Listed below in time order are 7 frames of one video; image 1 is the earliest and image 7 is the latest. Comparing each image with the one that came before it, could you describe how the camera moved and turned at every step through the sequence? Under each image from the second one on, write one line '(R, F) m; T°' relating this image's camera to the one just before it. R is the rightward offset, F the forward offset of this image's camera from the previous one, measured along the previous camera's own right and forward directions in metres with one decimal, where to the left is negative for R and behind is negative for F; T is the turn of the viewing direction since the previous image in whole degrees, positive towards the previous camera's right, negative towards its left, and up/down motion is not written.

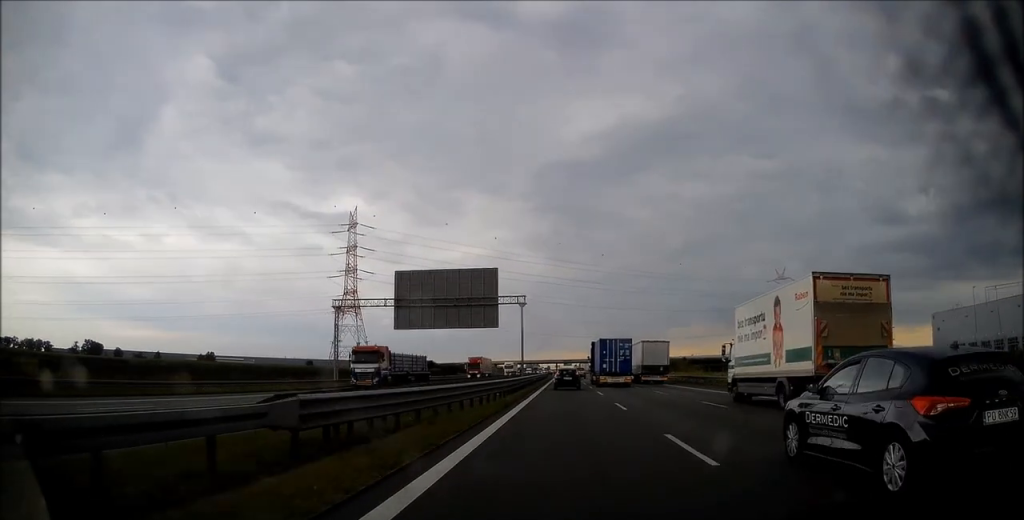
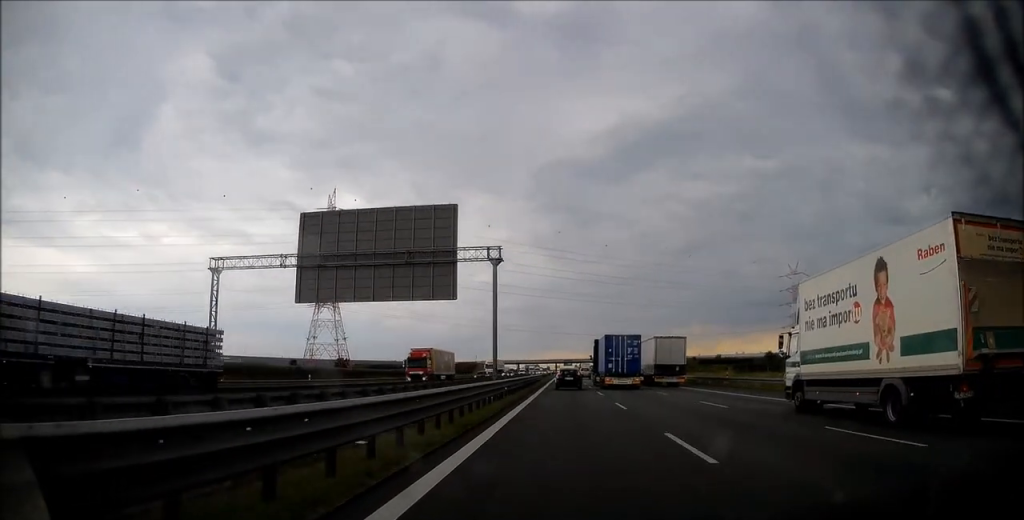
(0.0, +23.8) m; 0°
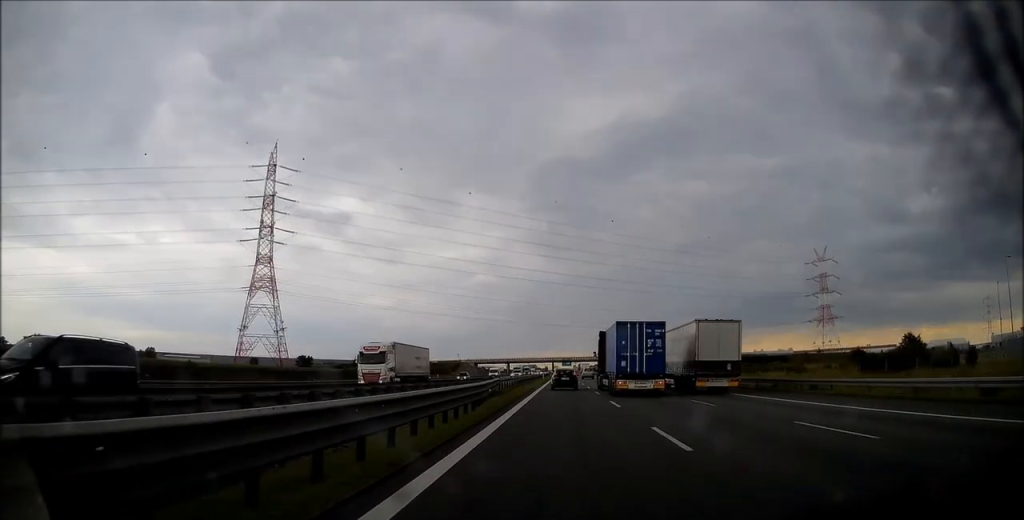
(0.0, +46.7) m; 0°
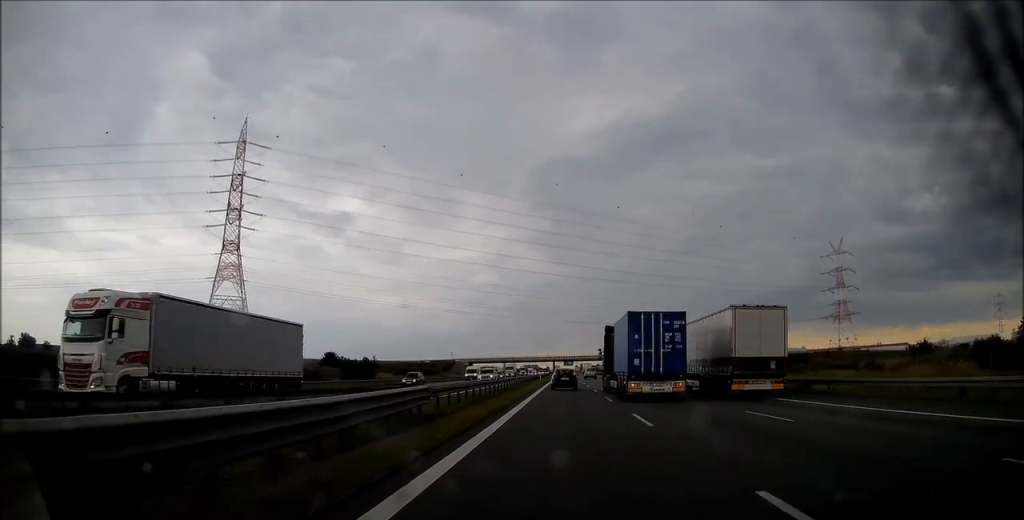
(0.0, +19.4) m; 0°
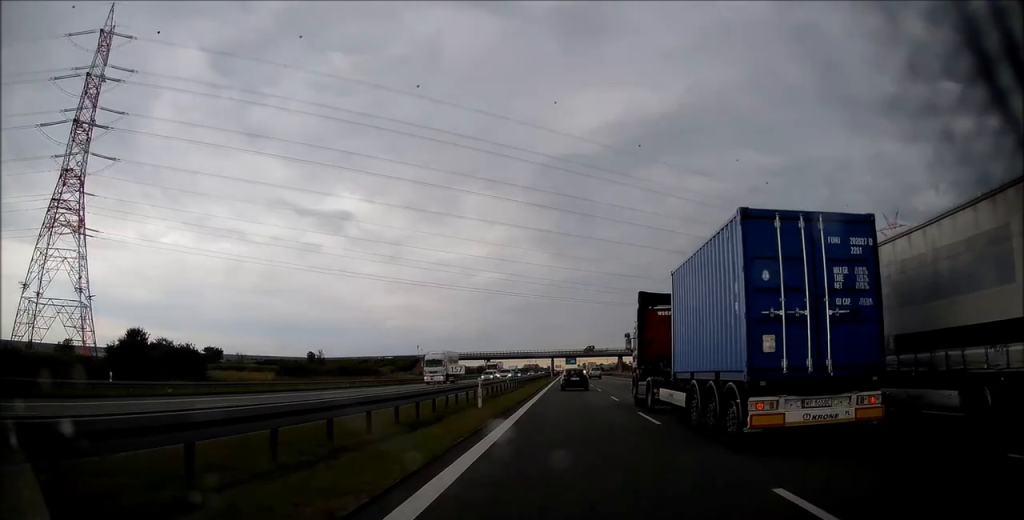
(0.0, +59.6) m; 0°
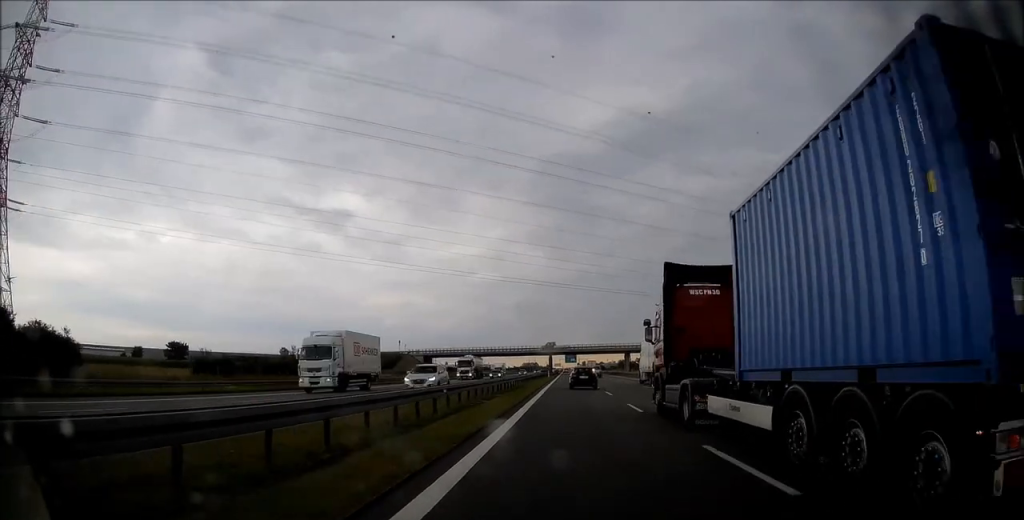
(0.0, +19.0) m; 0°
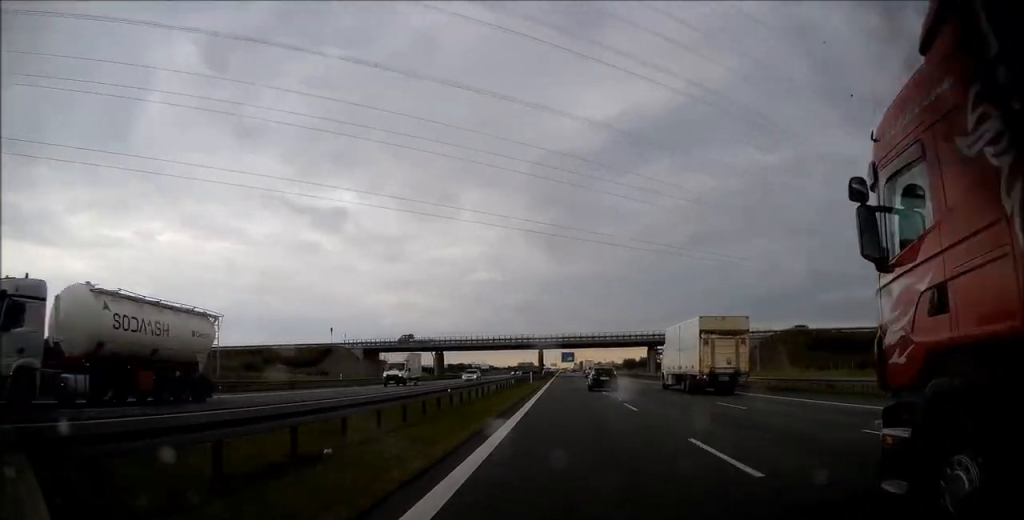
(+0.5, +47.3) m; 0°
